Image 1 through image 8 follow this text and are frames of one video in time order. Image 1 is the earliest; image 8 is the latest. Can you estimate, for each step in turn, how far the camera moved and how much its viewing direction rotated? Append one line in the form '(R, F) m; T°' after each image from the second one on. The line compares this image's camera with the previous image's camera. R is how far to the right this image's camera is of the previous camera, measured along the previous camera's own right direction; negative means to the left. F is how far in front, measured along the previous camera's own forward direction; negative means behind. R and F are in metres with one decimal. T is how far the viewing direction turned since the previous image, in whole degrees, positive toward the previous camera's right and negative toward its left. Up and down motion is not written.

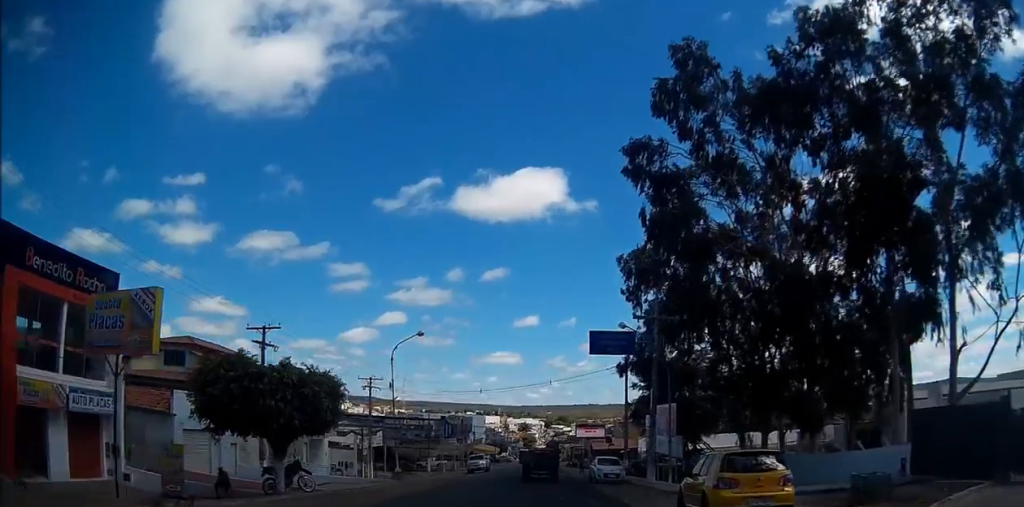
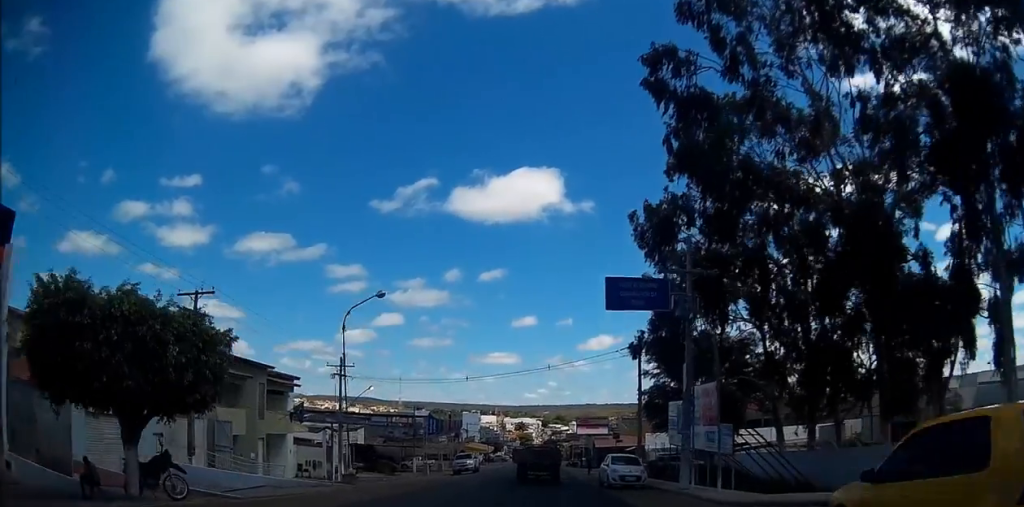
(0.0, +8.2) m; 0°
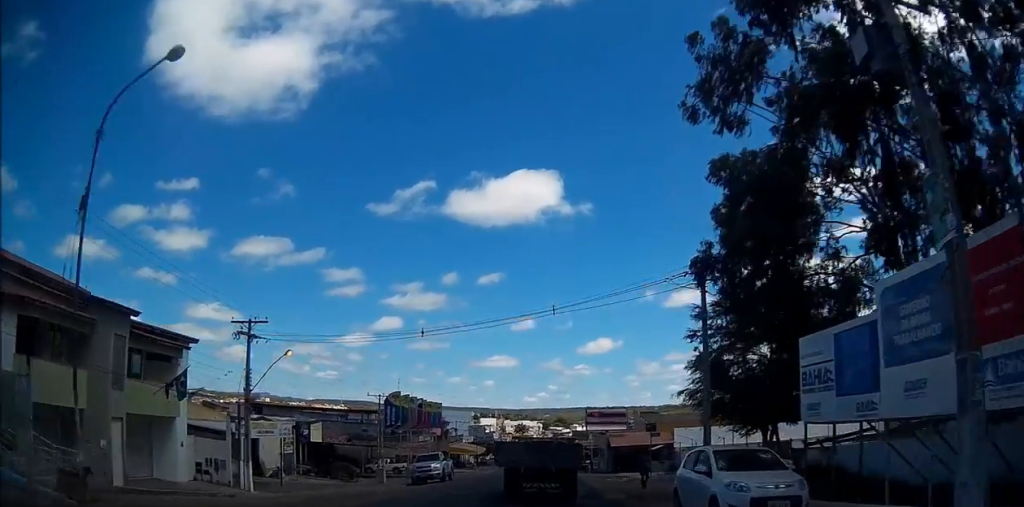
(-0.4, +19.3) m; -2°
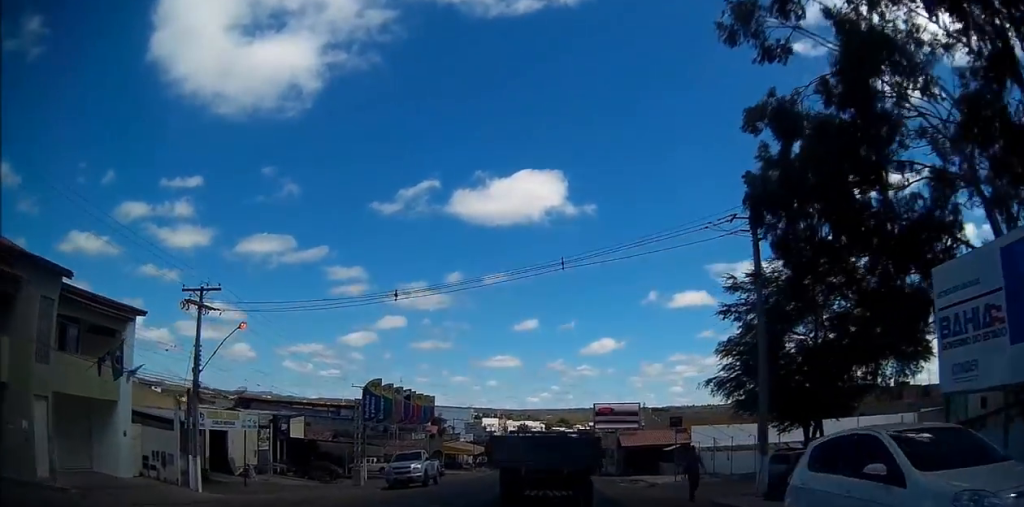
(+0.2, +7.1) m; +3°
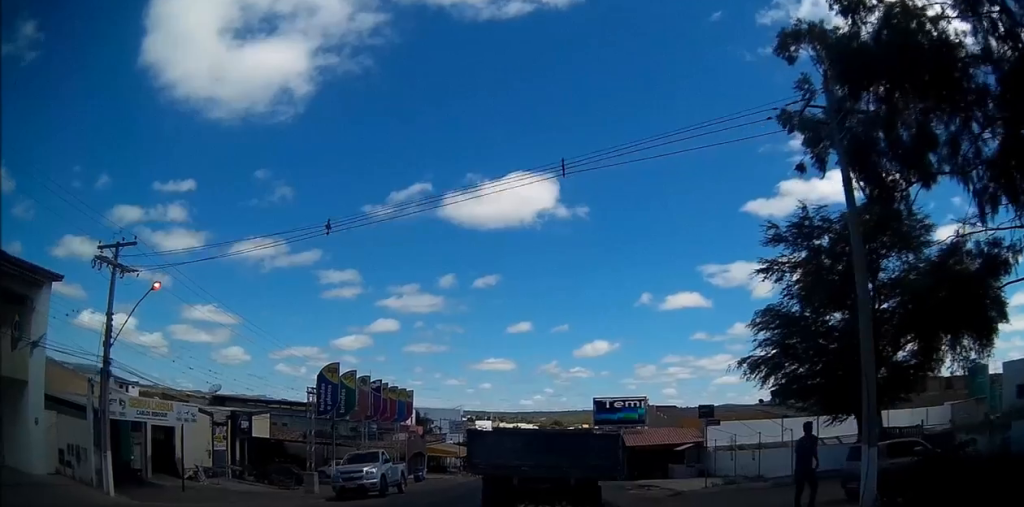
(+0.2, +8.1) m; -1°
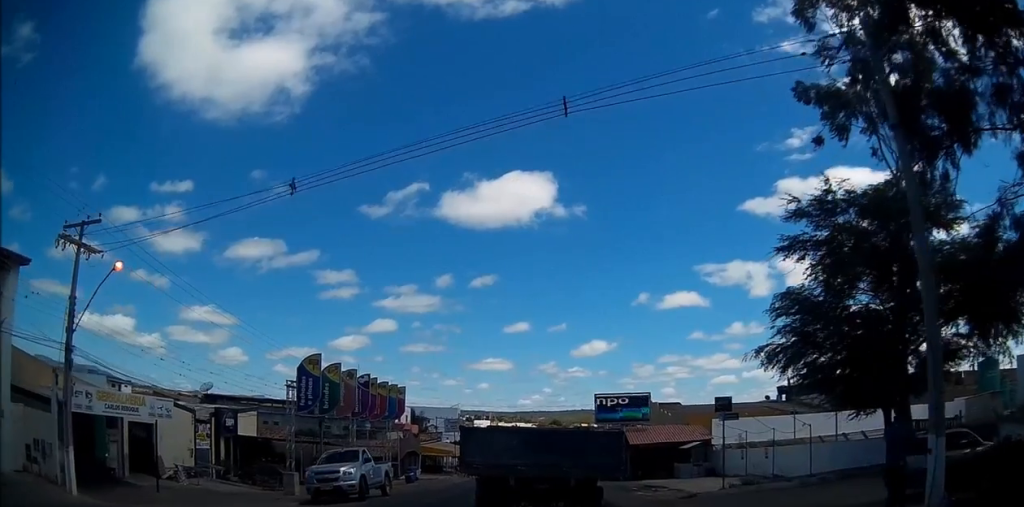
(-0.1, +3.2) m; -2°
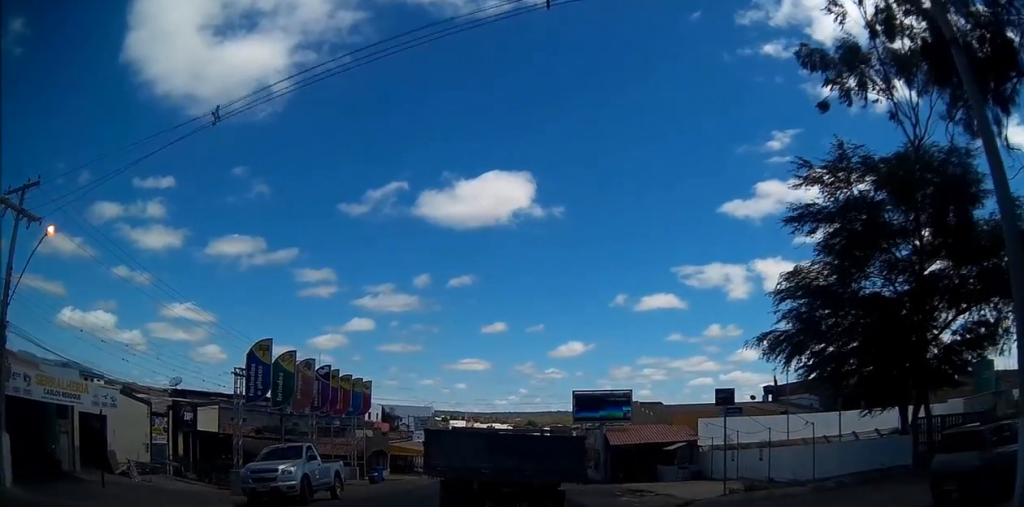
(-0.1, +4.1) m; +2°
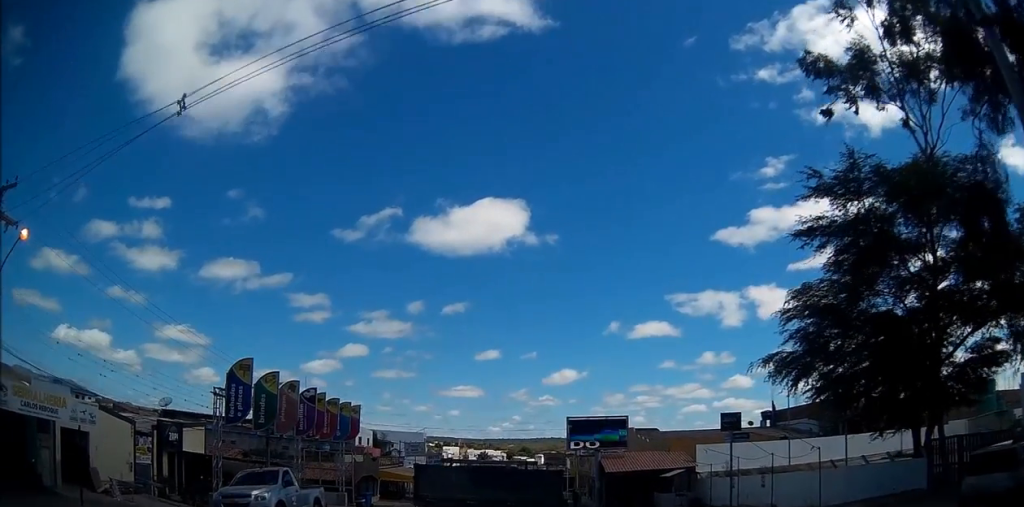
(-0.1, +1.6) m; +6°
